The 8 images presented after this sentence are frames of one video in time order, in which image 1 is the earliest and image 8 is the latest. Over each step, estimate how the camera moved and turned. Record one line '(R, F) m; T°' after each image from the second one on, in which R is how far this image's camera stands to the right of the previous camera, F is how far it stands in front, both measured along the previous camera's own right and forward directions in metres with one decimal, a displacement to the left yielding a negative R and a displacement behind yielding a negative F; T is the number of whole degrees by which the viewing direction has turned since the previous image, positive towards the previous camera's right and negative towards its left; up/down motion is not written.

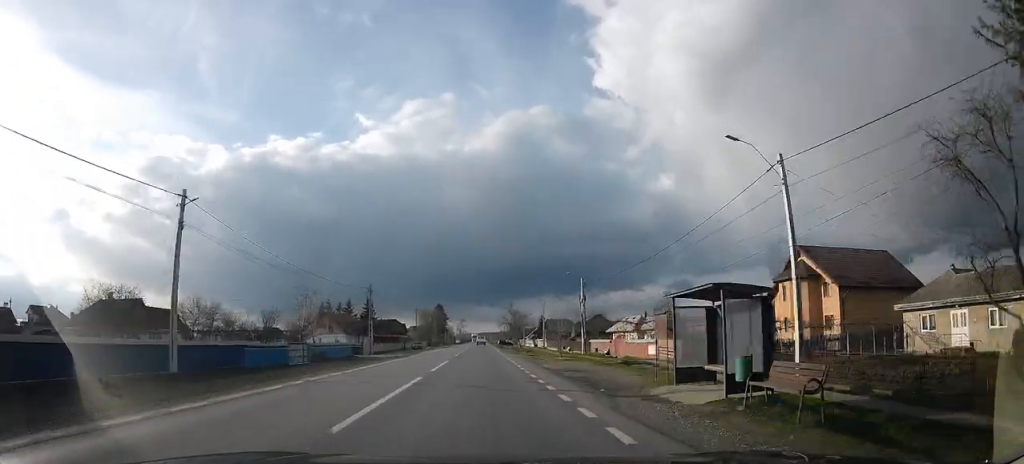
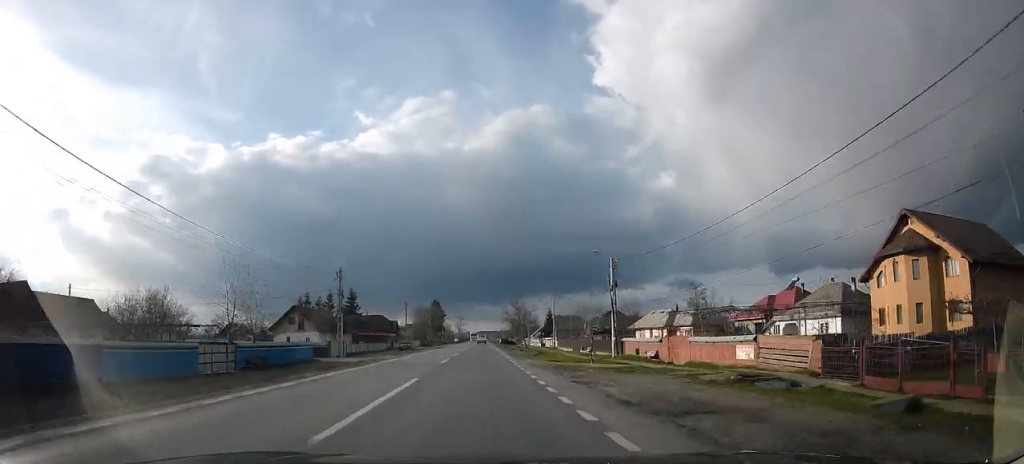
(-0.5, +13.2) m; -1°
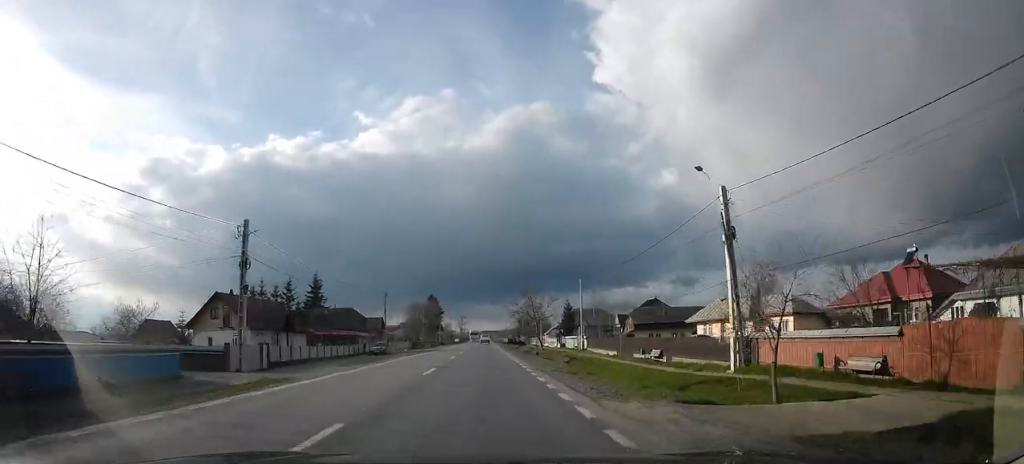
(+0.6, +20.4) m; +2°
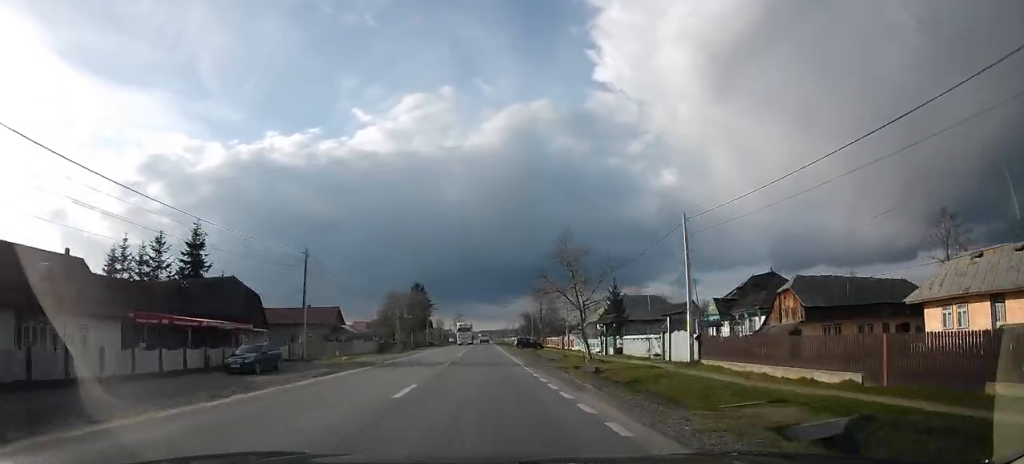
(0.0, +30.2) m; -1°
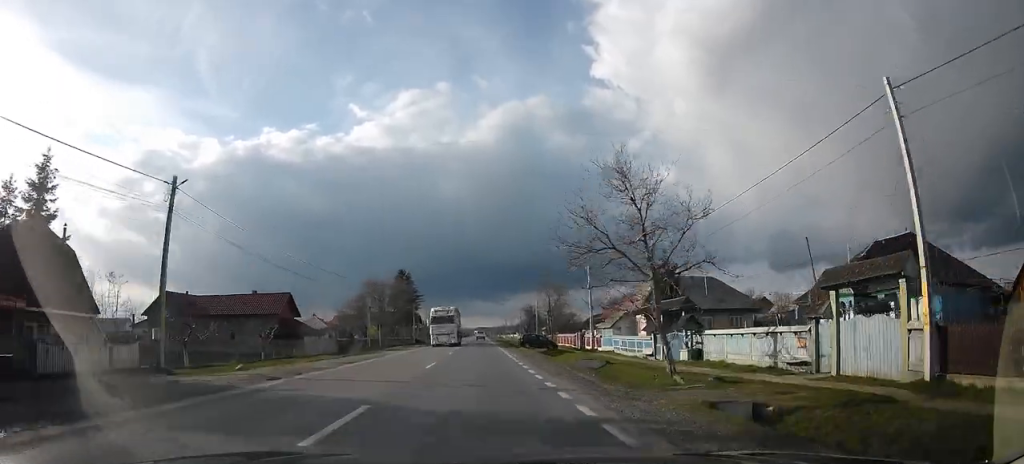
(-0.2, +16.8) m; -1°
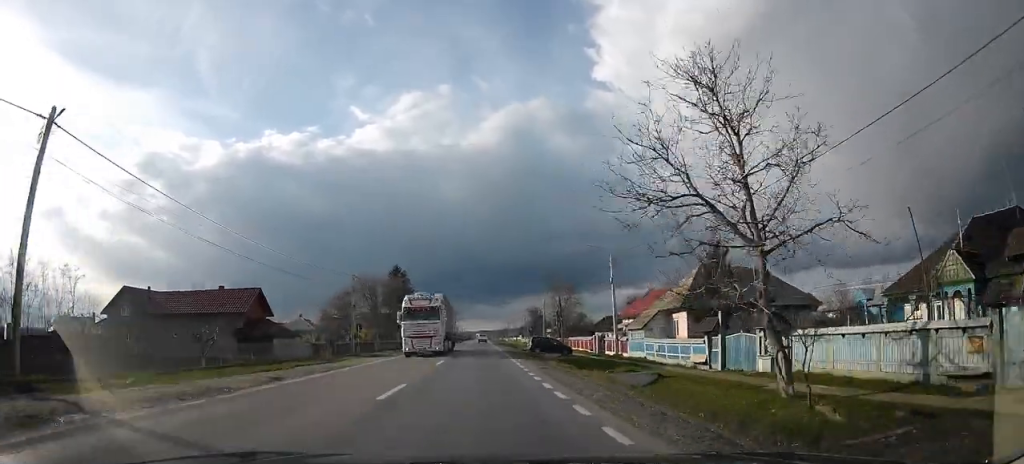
(-0.1, +8.1) m; 0°
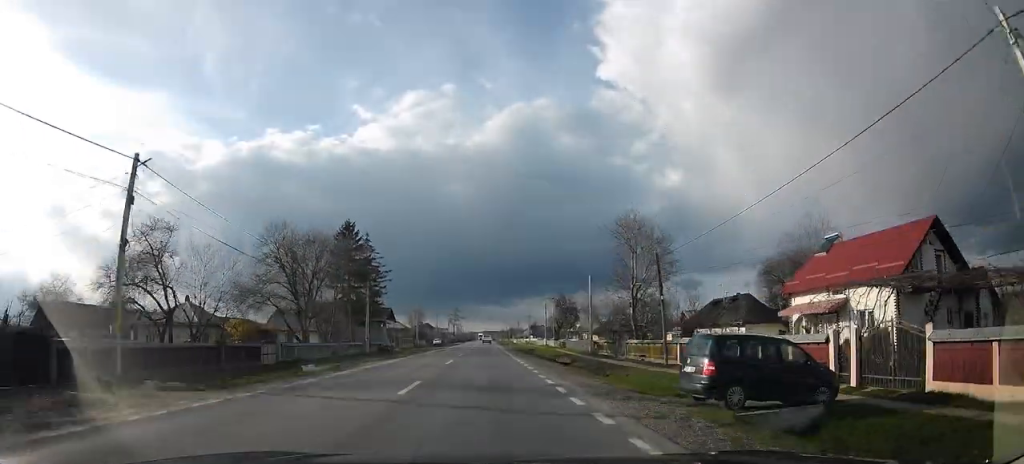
(+0.5, +35.7) m; +3°
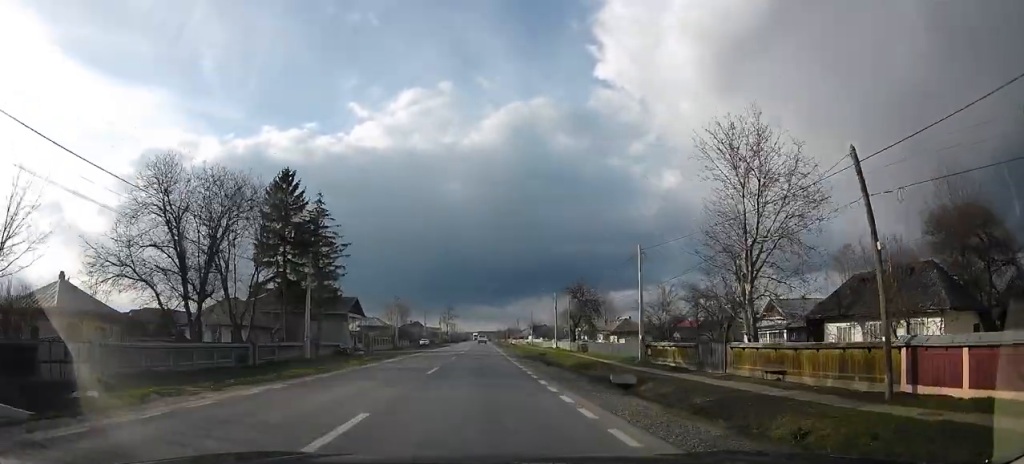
(+0.5, +18.1) m; 0°
